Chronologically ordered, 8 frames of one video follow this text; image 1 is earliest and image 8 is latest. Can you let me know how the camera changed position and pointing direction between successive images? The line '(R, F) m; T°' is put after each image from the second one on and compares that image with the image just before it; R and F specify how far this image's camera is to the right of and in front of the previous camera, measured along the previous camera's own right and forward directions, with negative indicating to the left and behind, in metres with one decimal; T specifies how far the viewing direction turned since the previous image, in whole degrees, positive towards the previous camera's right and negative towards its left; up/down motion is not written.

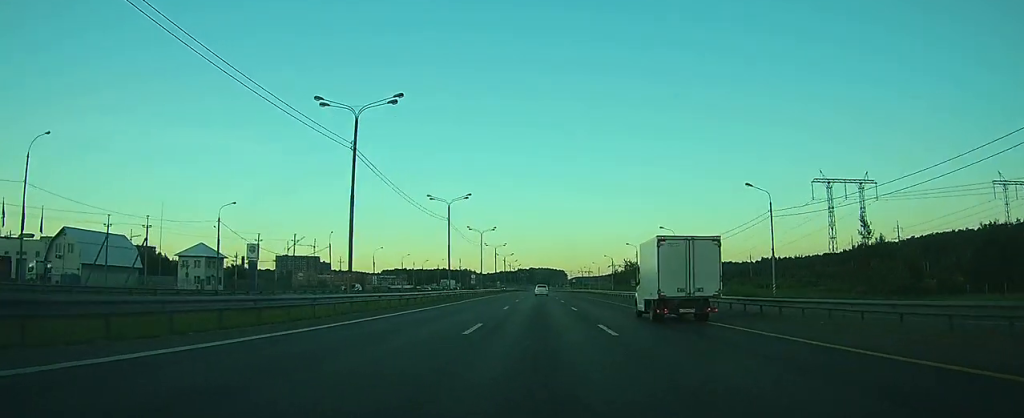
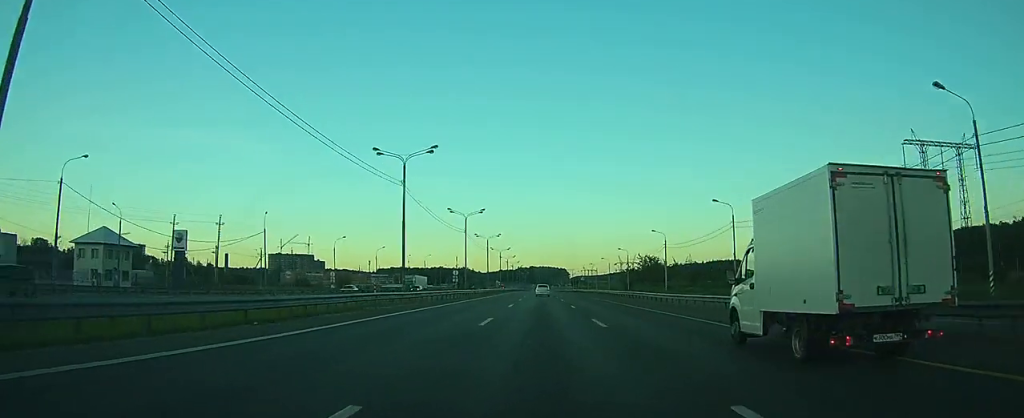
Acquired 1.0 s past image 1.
(0.0, +29.0) m; 0°
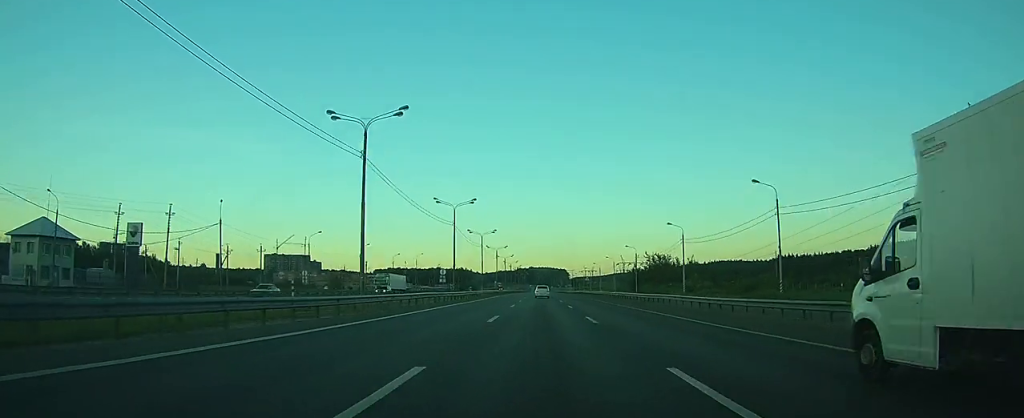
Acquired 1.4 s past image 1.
(0.0, +13.1) m; 0°
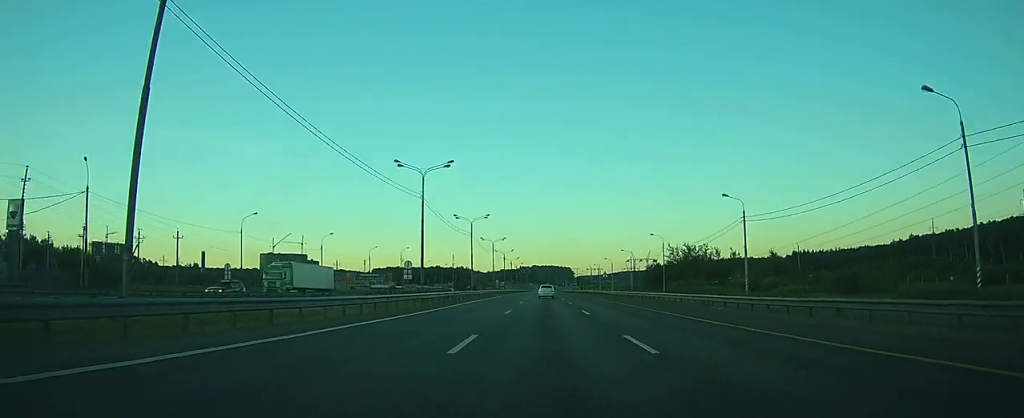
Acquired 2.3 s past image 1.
(0.0, +26.1) m; 0°
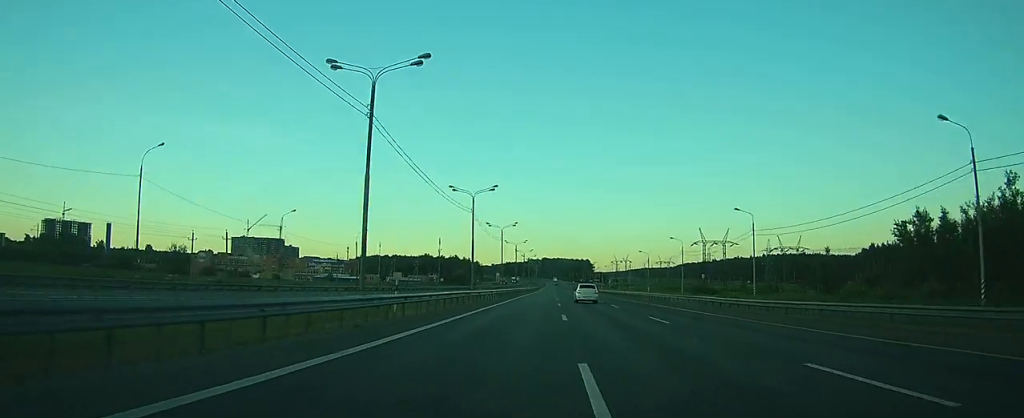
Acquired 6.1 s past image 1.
(-0.8, +116.8) m; -1°
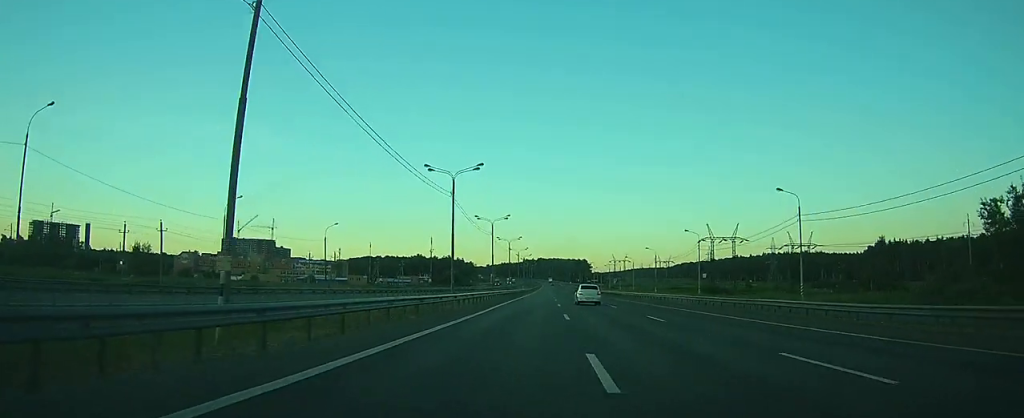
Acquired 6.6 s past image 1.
(0.0, +14.2) m; 0°
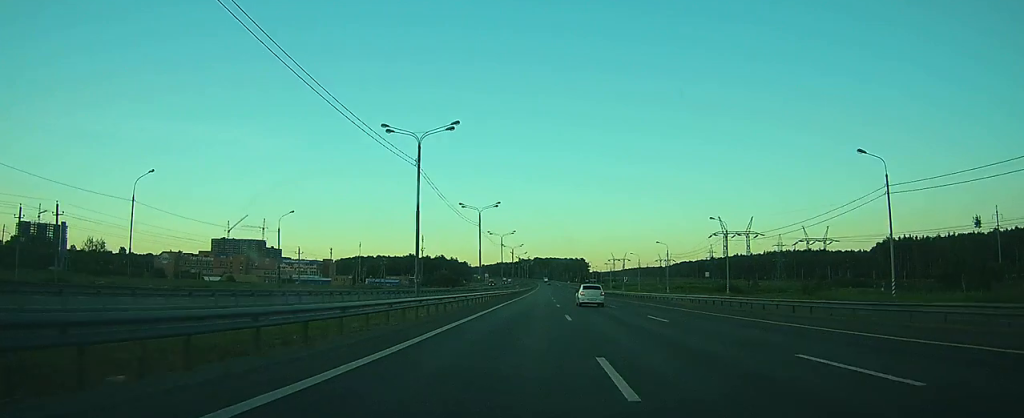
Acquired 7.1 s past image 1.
(0.0, +16.4) m; 0°
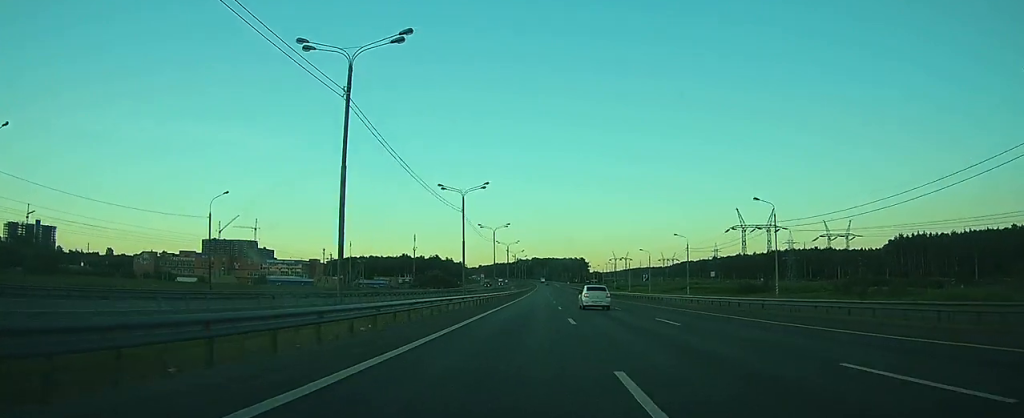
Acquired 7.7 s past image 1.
(0.0, +17.4) m; 0°
